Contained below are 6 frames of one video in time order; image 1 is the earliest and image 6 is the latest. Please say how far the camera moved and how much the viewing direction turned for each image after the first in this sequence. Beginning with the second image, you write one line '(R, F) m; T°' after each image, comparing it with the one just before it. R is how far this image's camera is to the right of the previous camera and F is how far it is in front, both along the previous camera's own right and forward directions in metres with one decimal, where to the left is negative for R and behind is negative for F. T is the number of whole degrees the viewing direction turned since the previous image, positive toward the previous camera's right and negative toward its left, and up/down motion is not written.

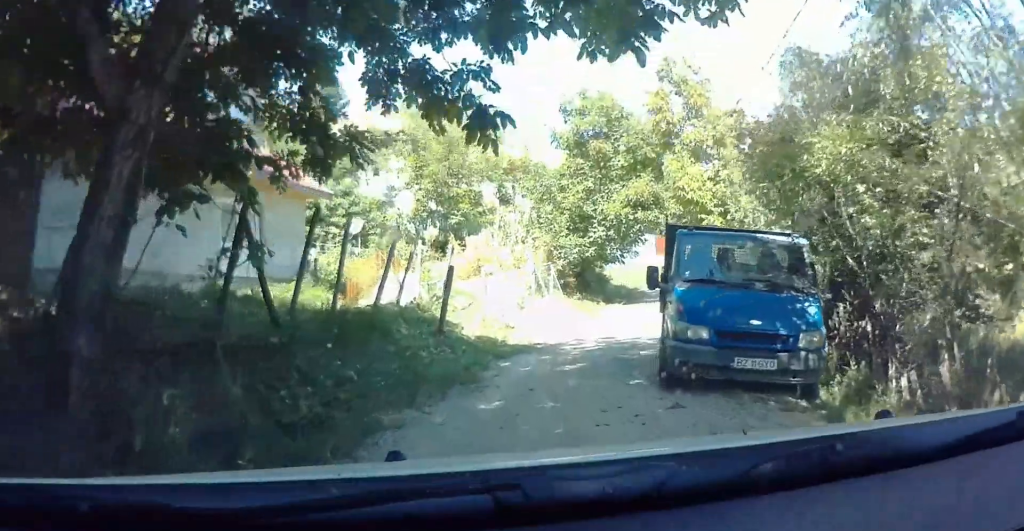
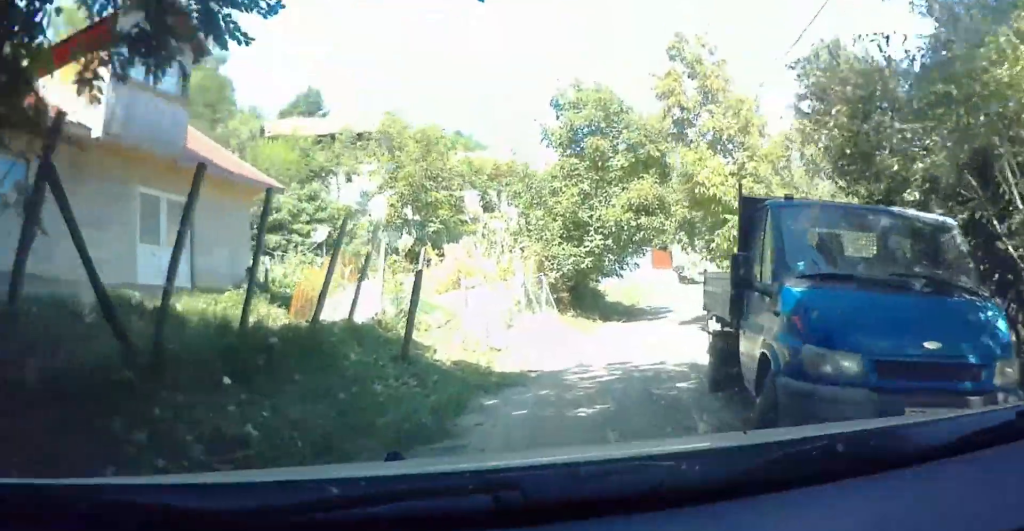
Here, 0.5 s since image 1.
(+0.2, +3.3) m; +3°
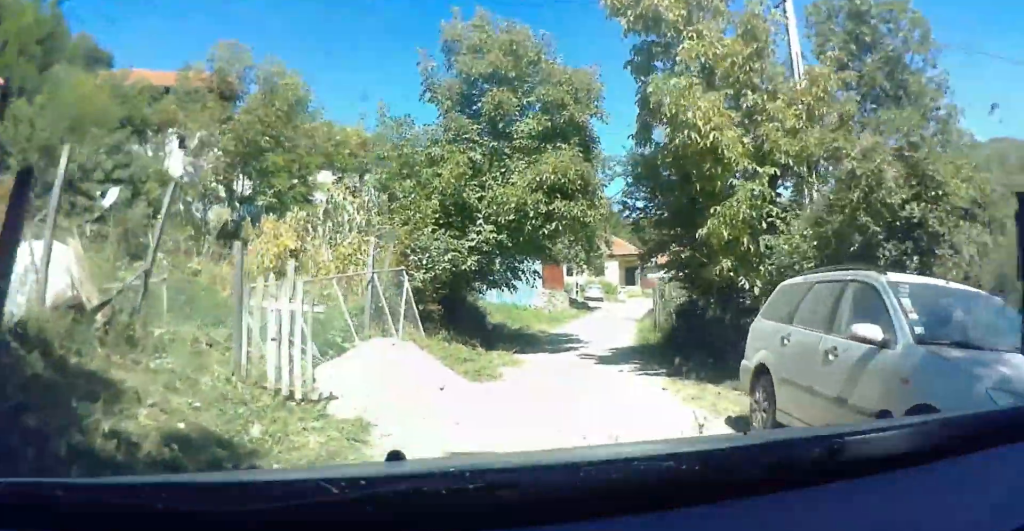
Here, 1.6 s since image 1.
(+0.5, +7.6) m; +4°
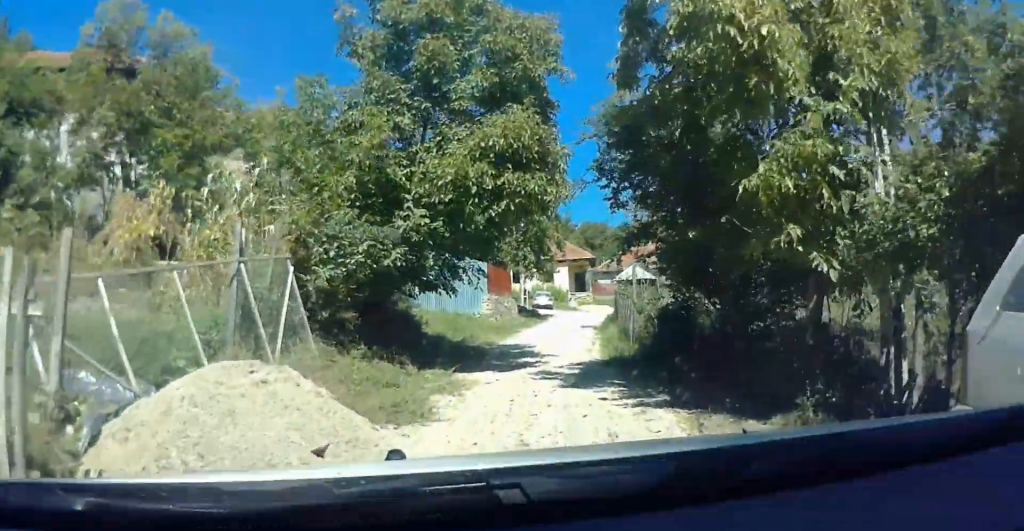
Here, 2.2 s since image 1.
(0.0, +4.1) m; +1°
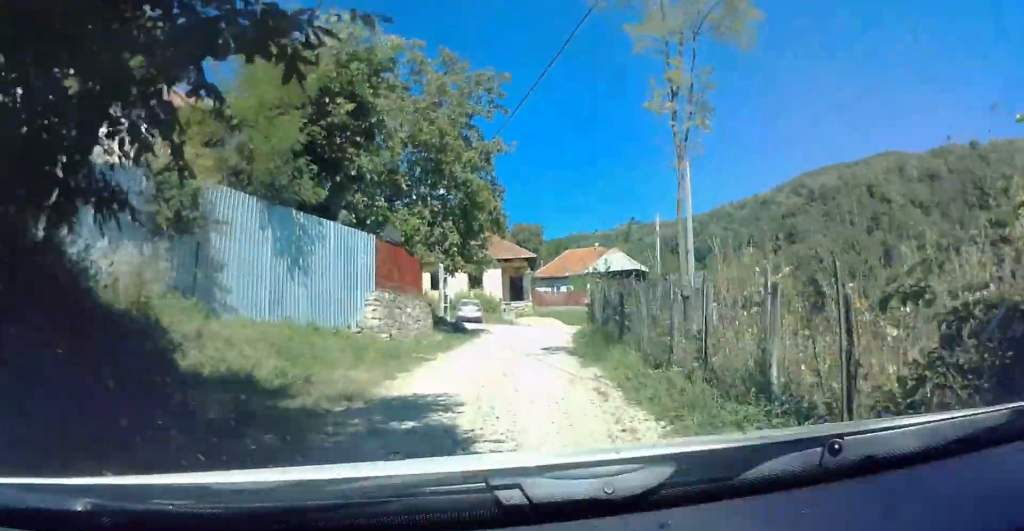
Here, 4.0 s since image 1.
(+0.2, +13.1) m; +2°
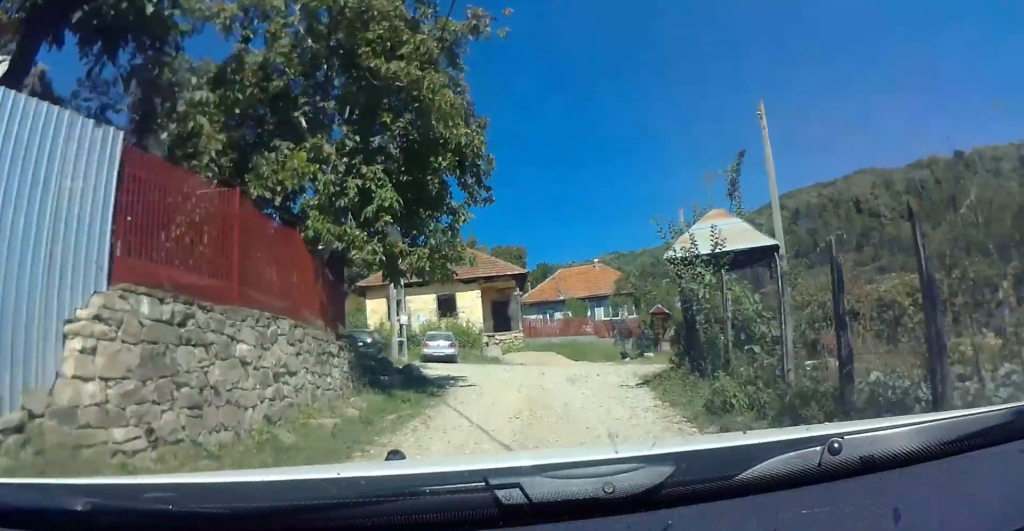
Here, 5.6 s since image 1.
(+0.2, +12.3) m; 0°
